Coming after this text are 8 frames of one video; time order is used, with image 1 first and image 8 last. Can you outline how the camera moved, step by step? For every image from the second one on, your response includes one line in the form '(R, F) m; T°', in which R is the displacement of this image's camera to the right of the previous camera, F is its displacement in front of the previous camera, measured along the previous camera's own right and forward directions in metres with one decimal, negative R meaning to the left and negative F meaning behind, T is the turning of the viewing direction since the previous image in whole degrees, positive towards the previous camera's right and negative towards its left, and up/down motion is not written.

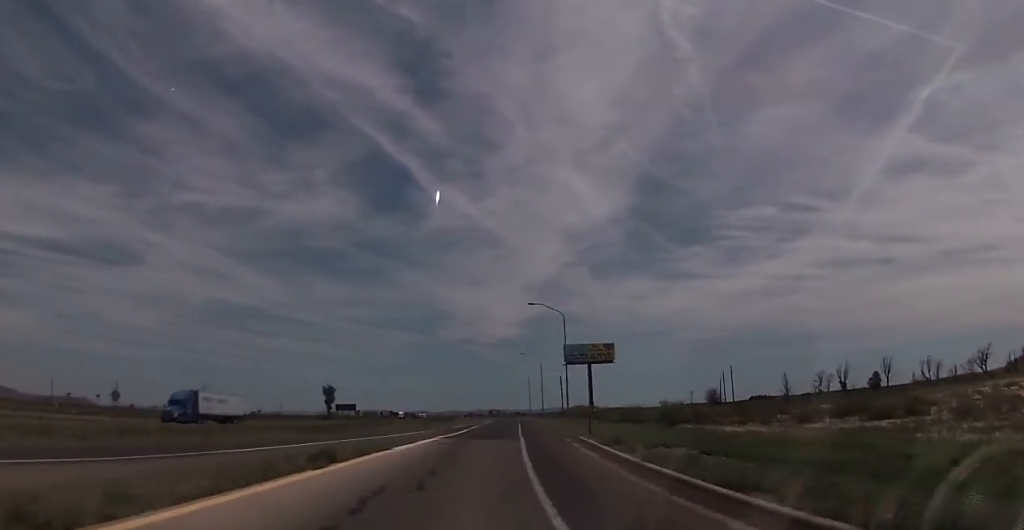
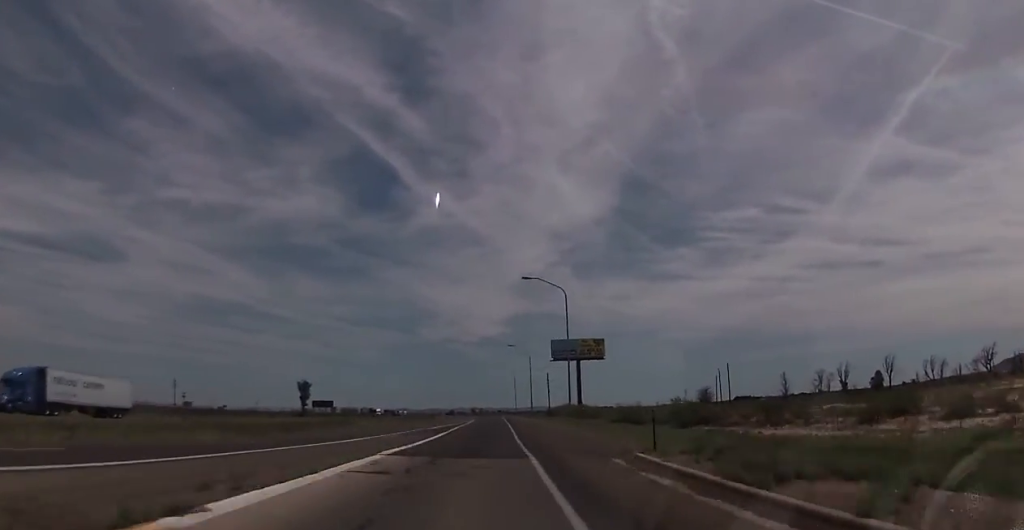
(+0.2, +13.9) m; +2°
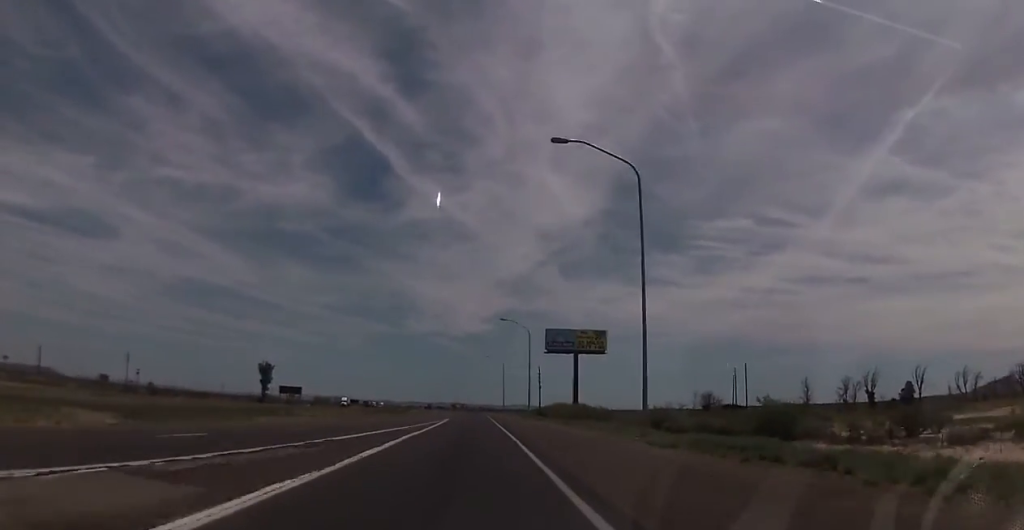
(+0.9, +31.1) m; +2°
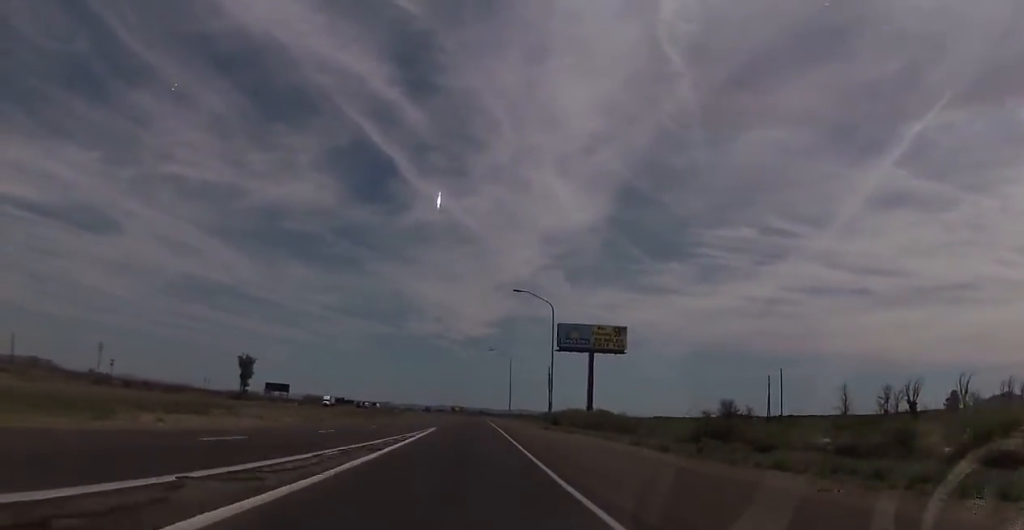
(+0.1, +24.5) m; 0°
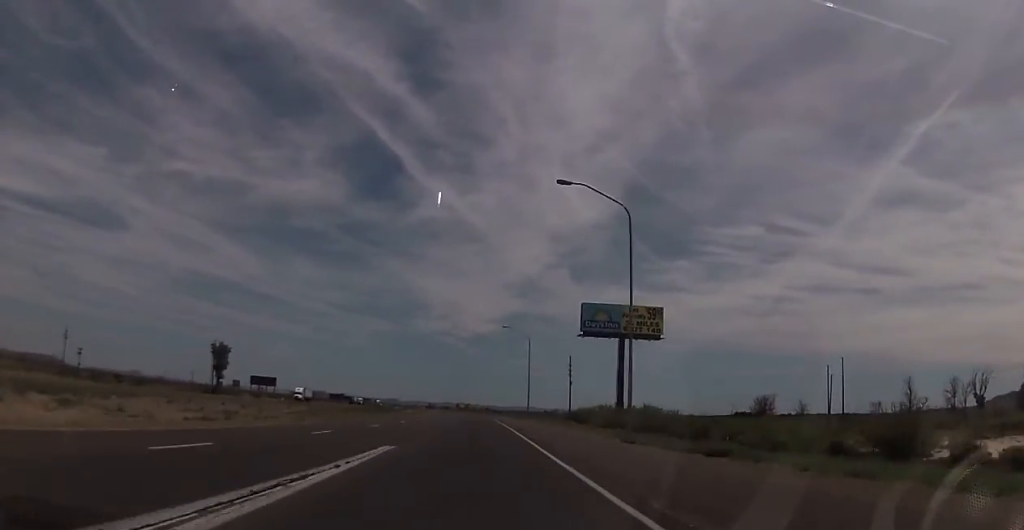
(+0.1, +30.4) m; 0°
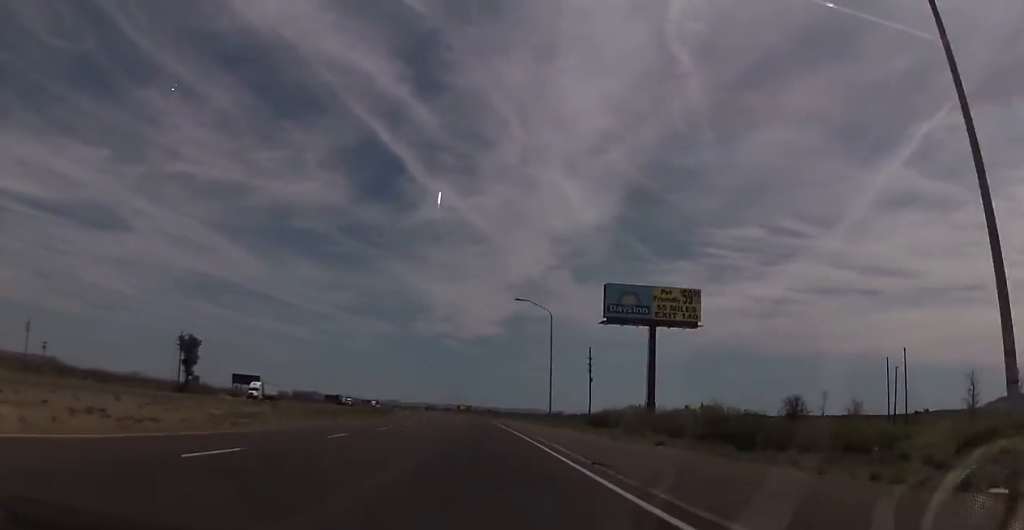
(-0.1, +25.1) m; -1°
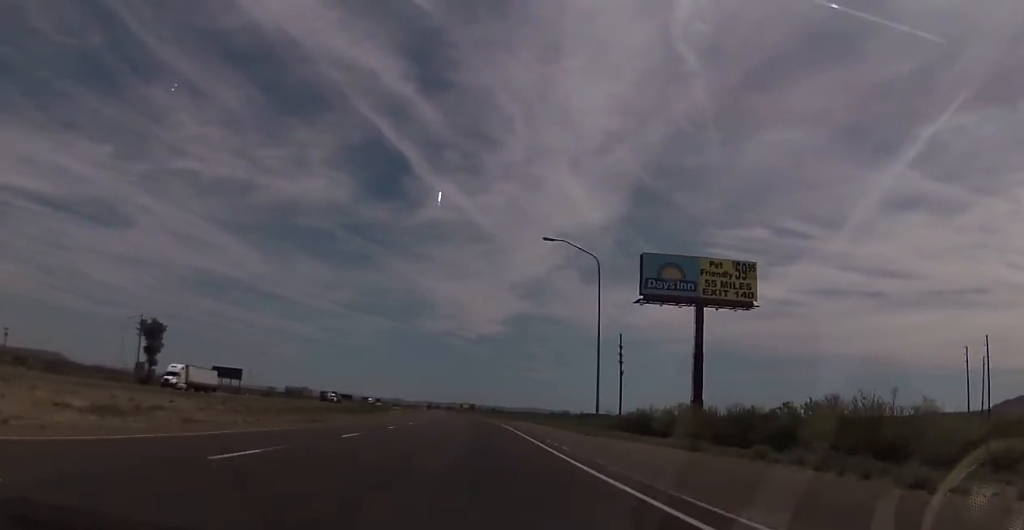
(-0.3, +25.0) m; 0°
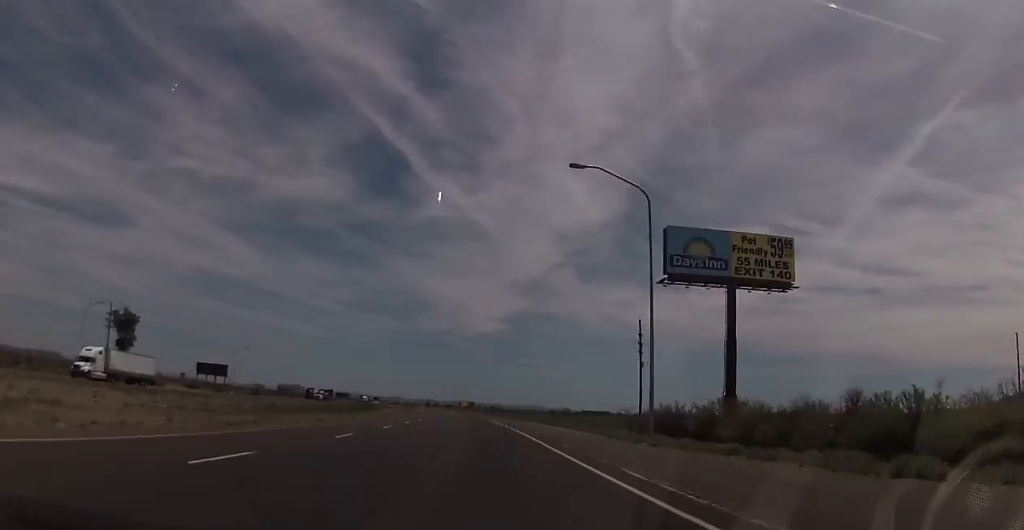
(-0.1, +13.9) m; 0°
